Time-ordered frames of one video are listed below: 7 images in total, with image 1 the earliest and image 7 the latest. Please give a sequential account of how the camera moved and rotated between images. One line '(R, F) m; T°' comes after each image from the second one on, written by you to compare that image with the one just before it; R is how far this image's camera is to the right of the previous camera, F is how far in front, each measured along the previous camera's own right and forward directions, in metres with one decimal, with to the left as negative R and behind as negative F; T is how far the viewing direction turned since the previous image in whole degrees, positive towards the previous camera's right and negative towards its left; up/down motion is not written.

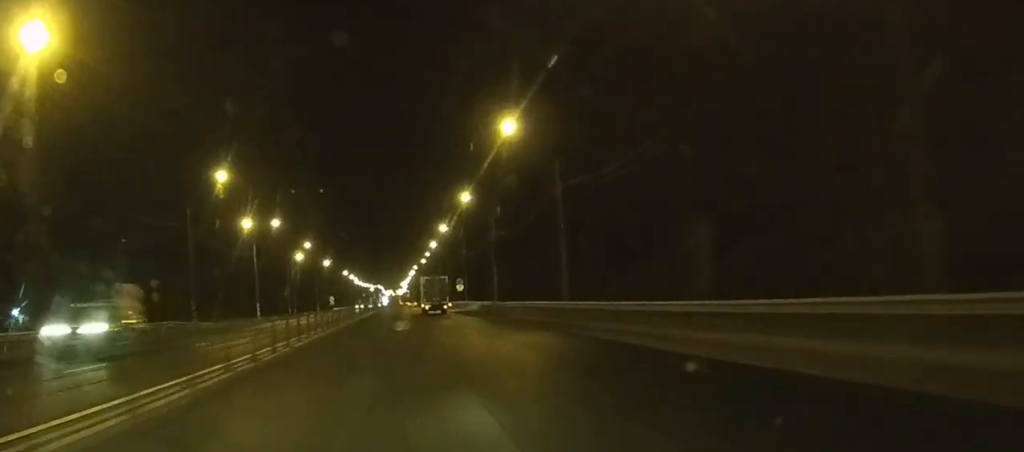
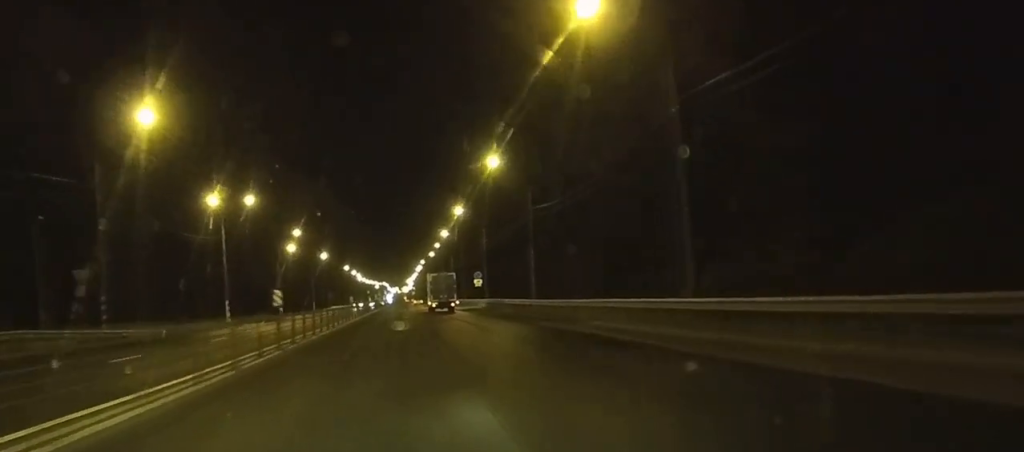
(0.0, +21.1) m; 0°
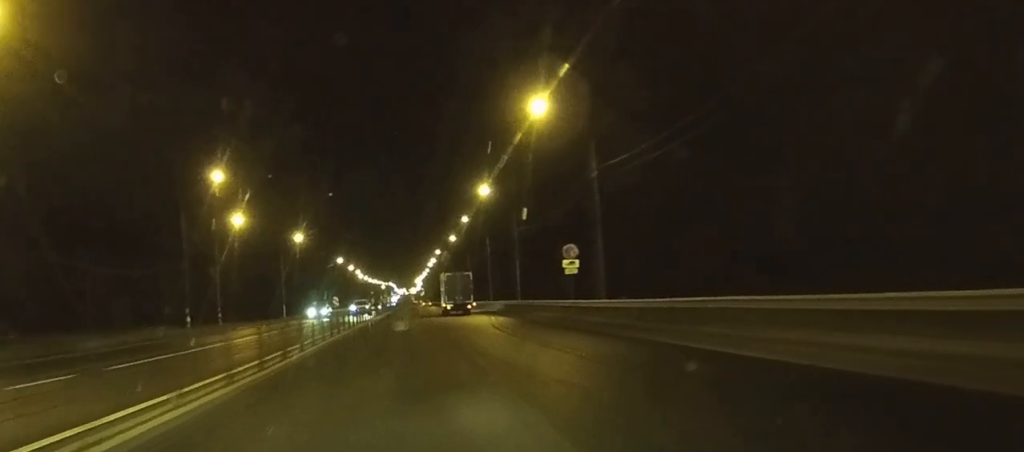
(-0.4, +54.9) m; -1°
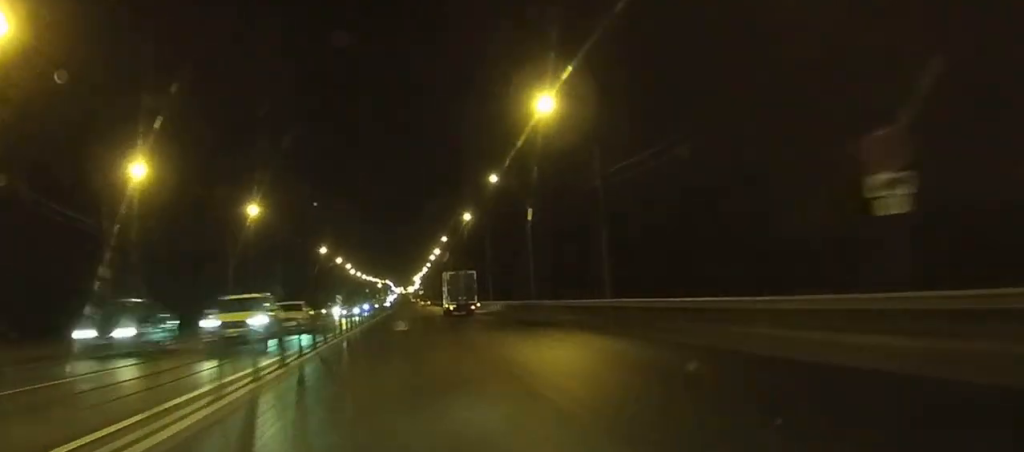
(0.0, +35.6) m; 0°
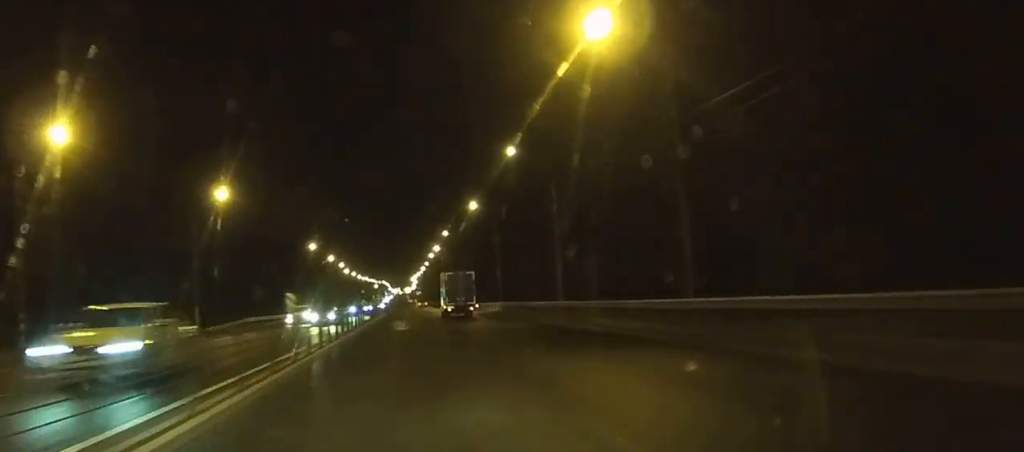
(0.0, +13.7) m; 0°
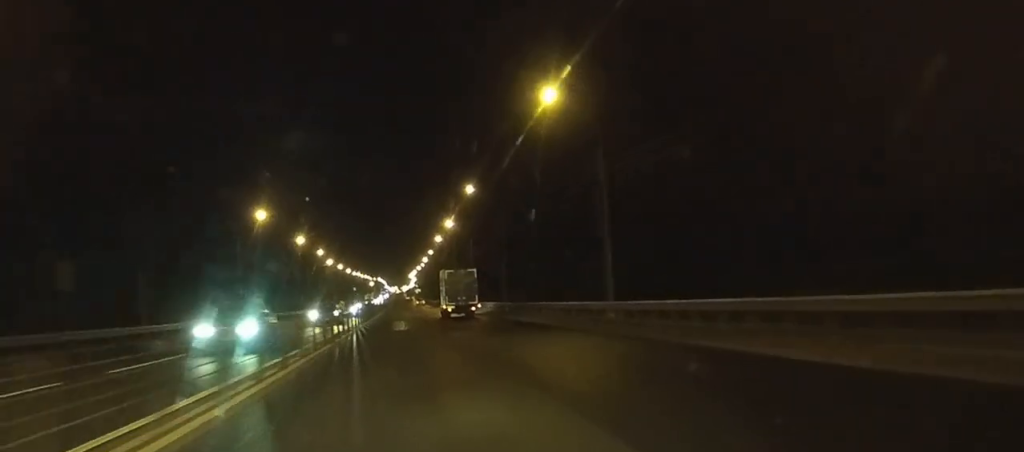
(+0.1, +50.1) m; 0°
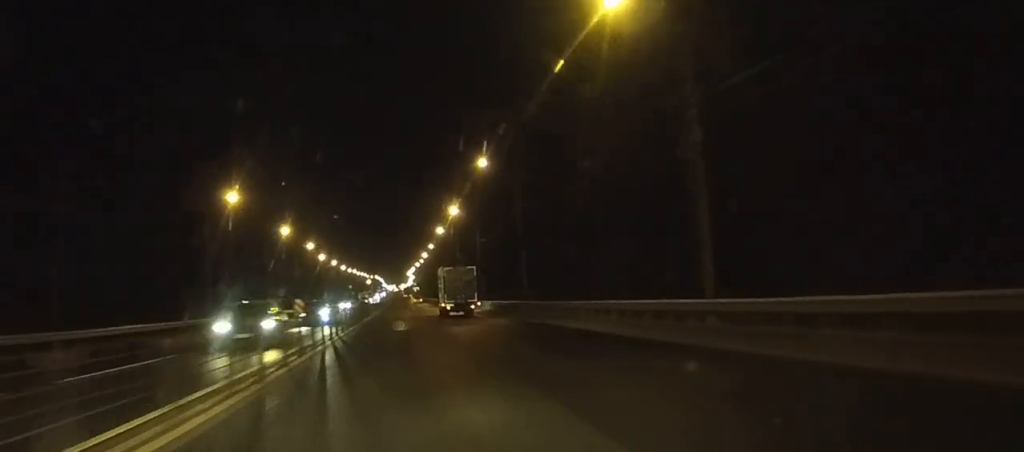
(0.0, +14.6) m; 0°
